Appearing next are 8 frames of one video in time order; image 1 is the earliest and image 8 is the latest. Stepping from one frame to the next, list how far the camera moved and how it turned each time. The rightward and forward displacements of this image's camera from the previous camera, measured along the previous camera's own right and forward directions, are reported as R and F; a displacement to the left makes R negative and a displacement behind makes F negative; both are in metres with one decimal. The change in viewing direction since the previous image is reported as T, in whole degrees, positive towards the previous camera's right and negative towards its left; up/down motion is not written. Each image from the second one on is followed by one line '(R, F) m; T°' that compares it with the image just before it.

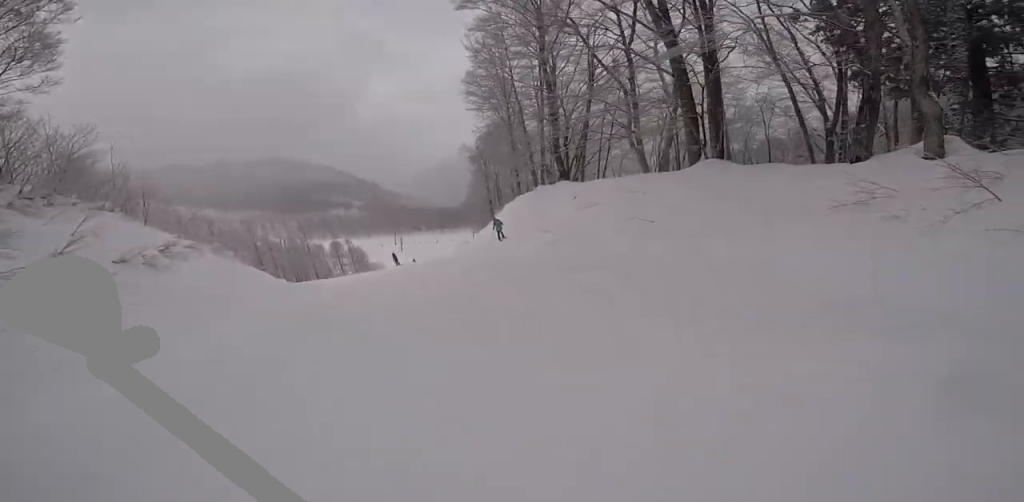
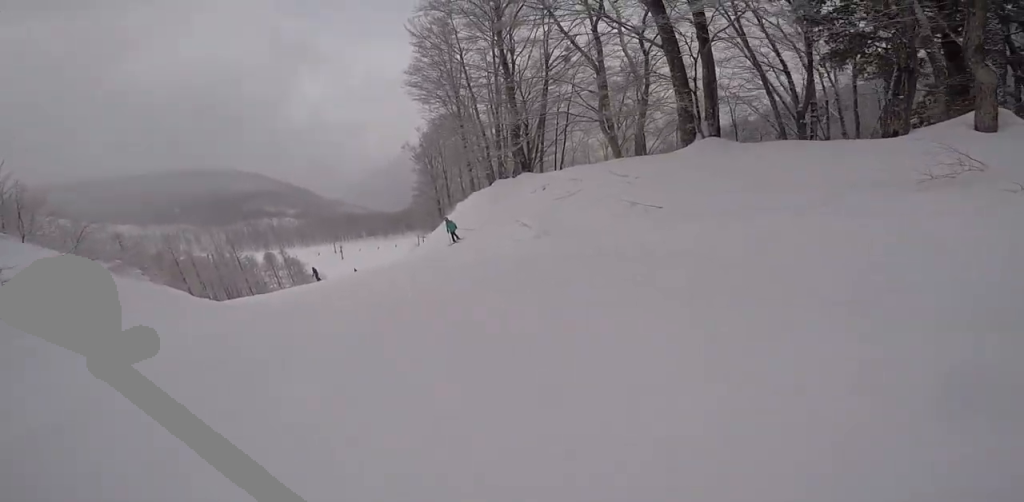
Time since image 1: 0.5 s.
(0.0, +2.3) m; +6°
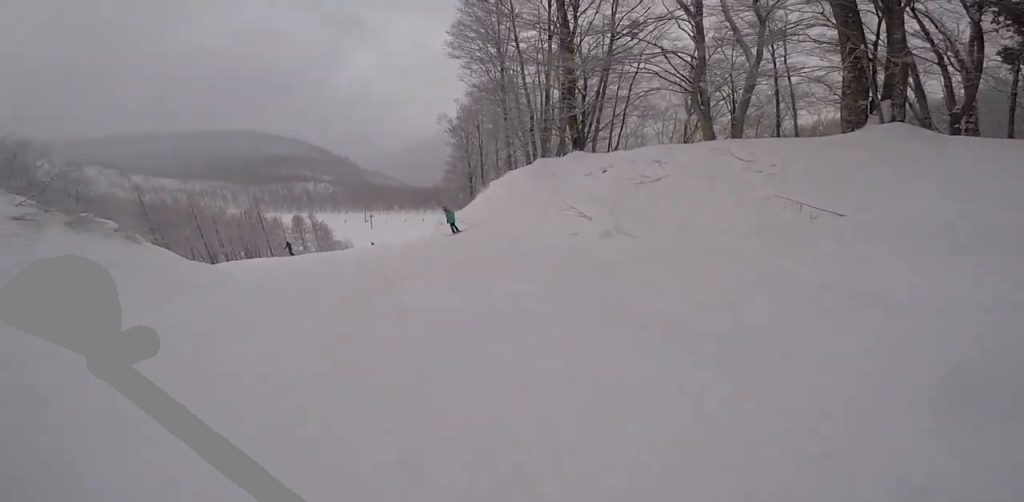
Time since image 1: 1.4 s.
(+0.6, +4.3) m; -1°
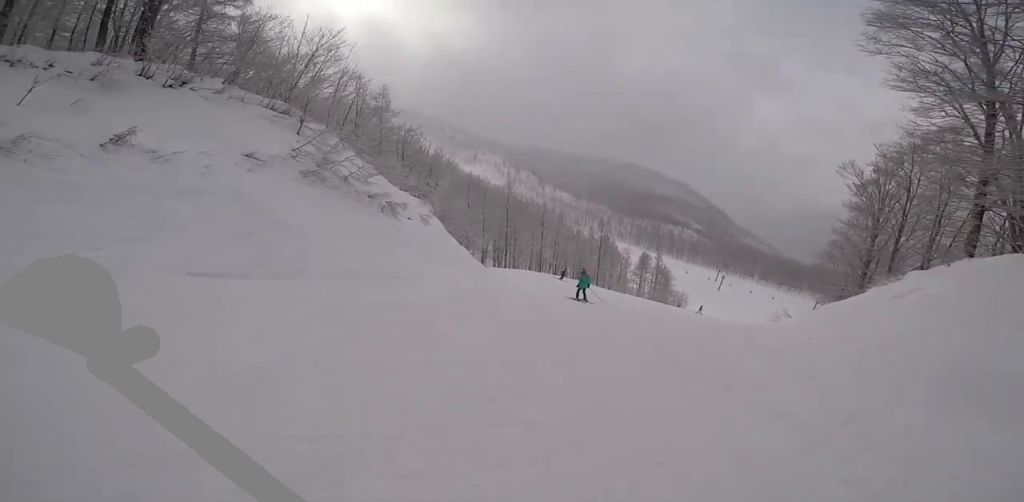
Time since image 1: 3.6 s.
(-3.2, +8.9) m; -49°
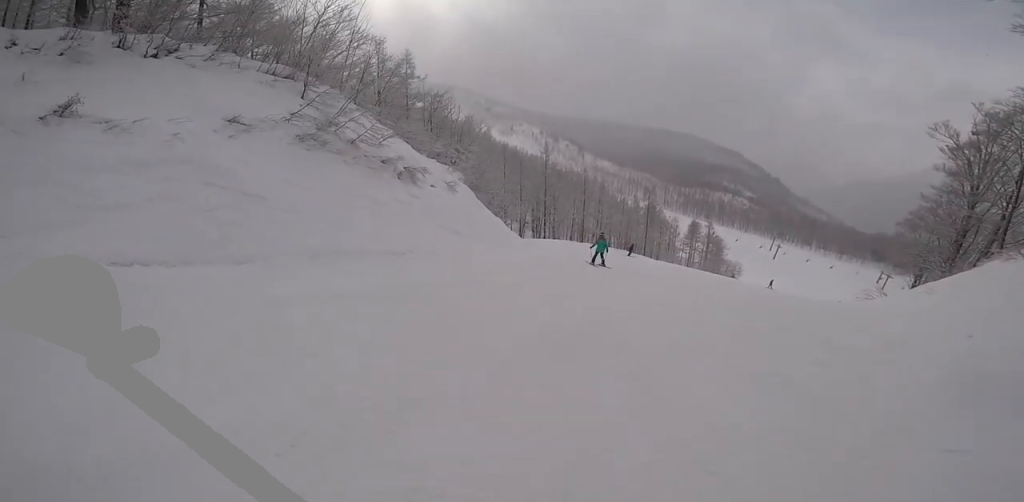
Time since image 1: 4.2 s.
(-1.1, +2.6) m; +1°
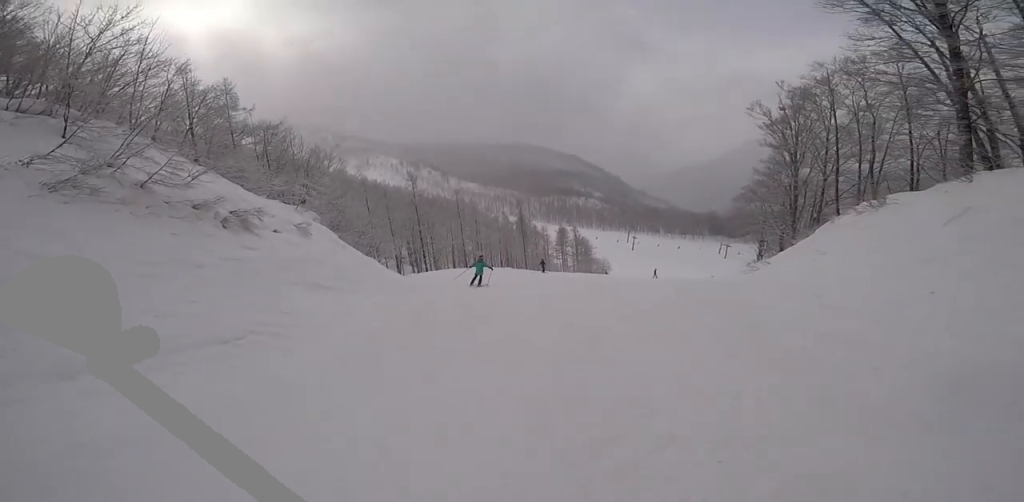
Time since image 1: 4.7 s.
(+0.2, +2.4) m; +11°
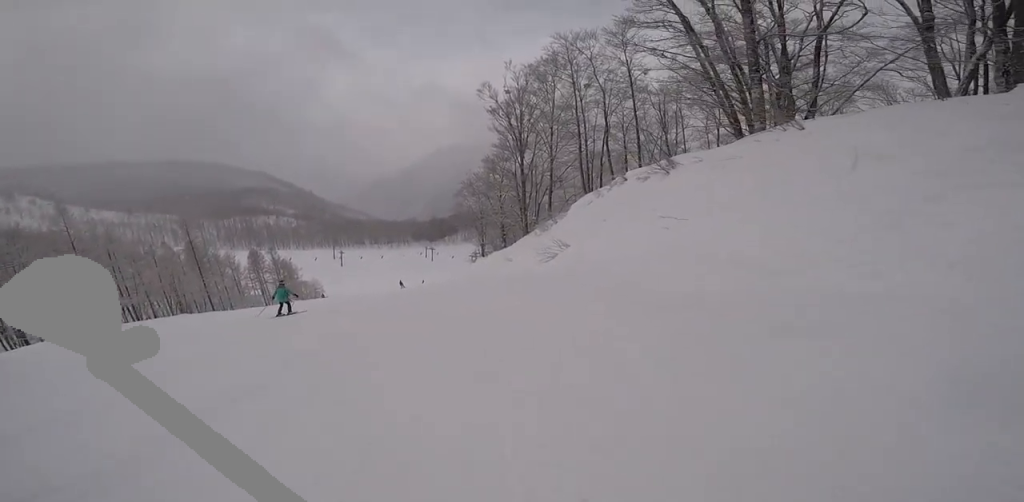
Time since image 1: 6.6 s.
(+3.6, +7.4) m; +37°
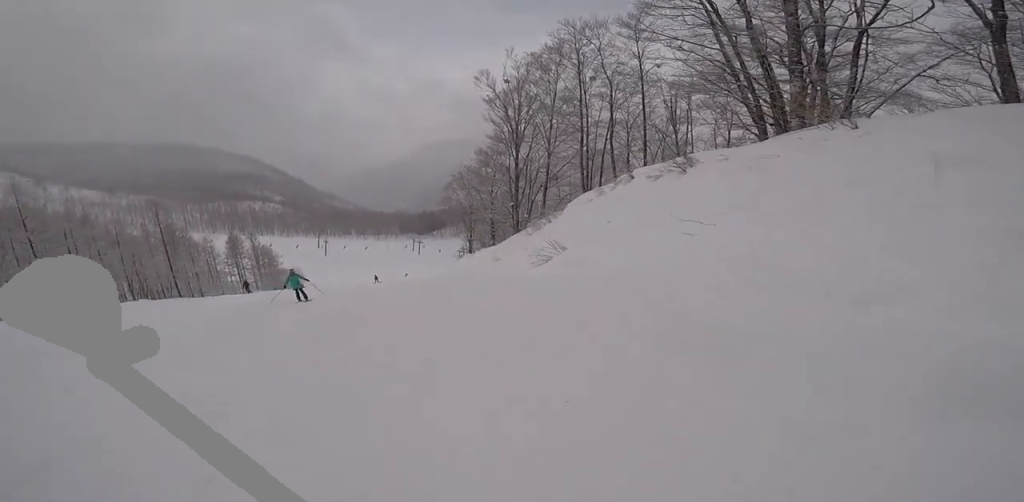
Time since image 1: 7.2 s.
(+0.3, +2.3) m; +1°
